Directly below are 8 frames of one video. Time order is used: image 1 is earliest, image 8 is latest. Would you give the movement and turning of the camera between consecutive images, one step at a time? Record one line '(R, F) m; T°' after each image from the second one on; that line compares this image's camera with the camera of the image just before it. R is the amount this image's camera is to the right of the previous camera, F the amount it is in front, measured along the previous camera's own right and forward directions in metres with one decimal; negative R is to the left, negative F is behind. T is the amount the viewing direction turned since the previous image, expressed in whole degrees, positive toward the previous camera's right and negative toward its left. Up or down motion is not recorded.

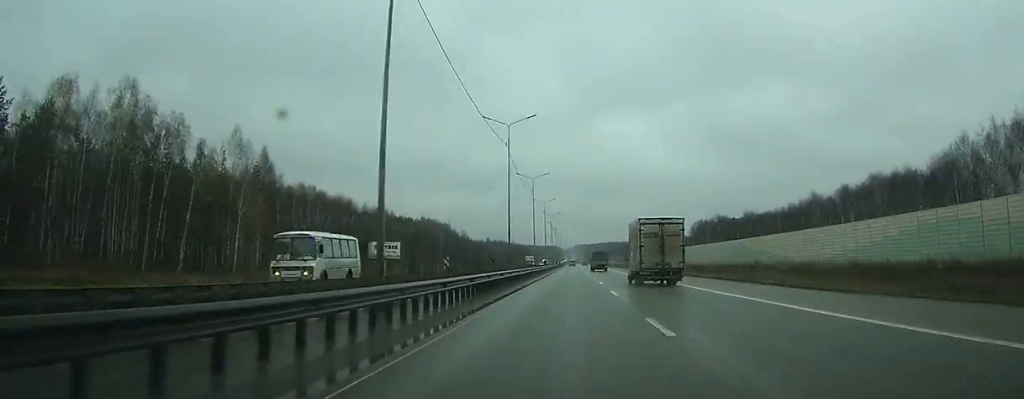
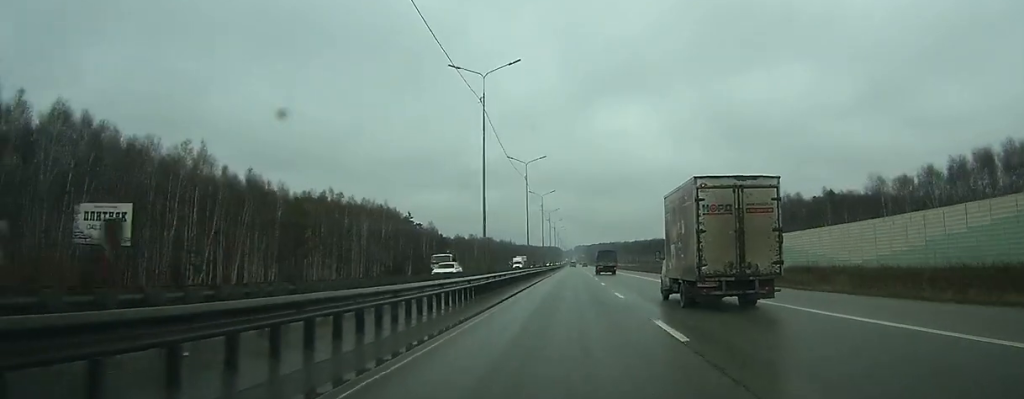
(-0.2, +72.5) m; -1°
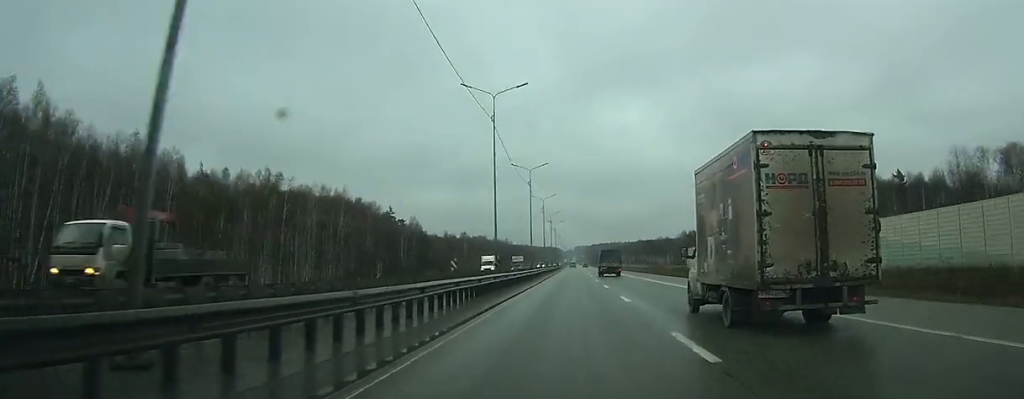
(-0.2, +26.0) m; 0°
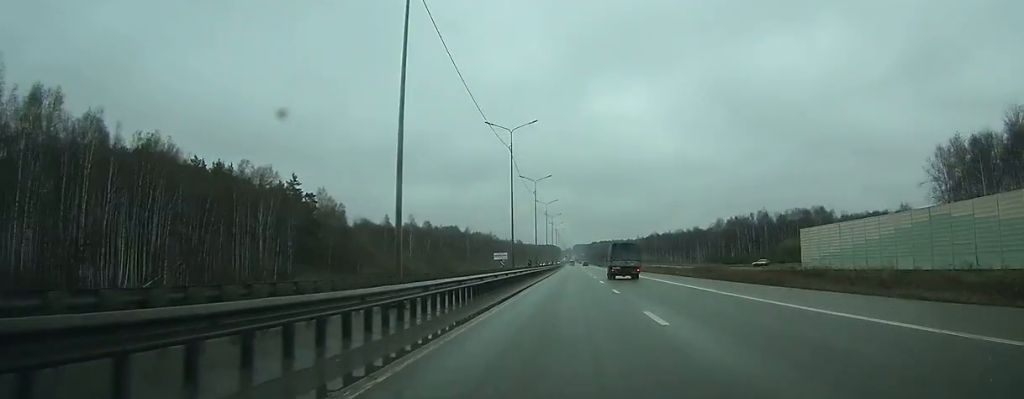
(-0.2, +79.3) m; 0°
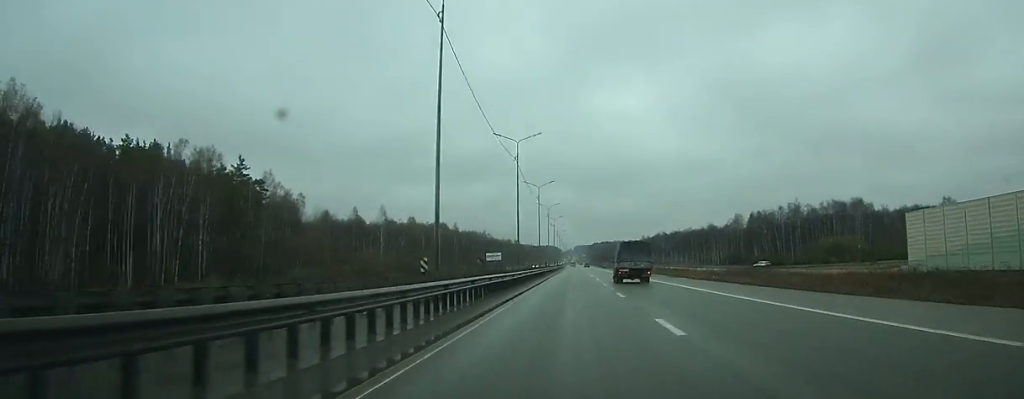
(+0.2, +25.7) m; 0°
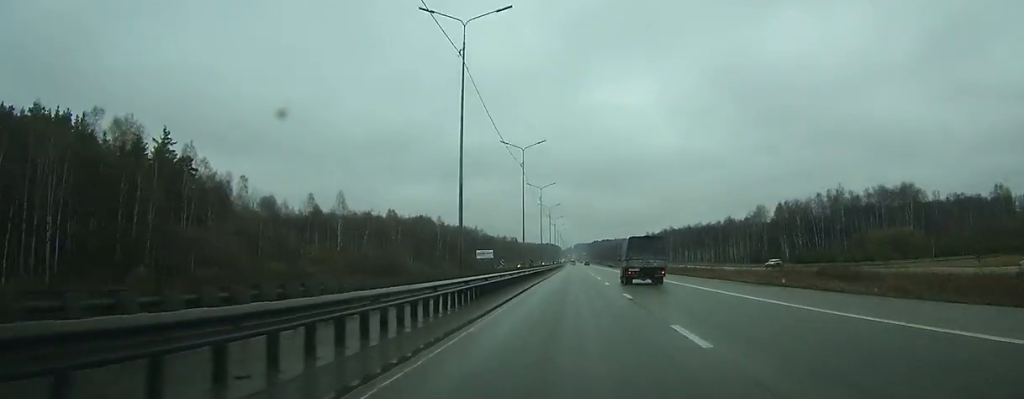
(+0.1, +25.8) m; 0°
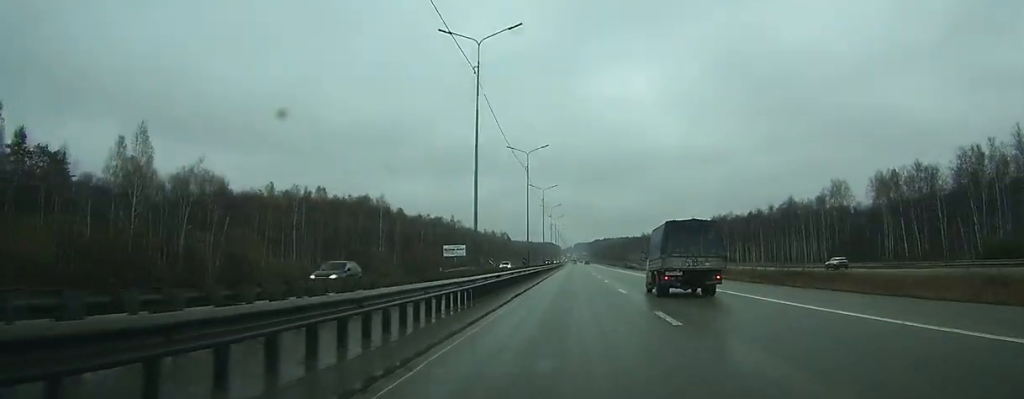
(-0.2, +56.9) m; 0°
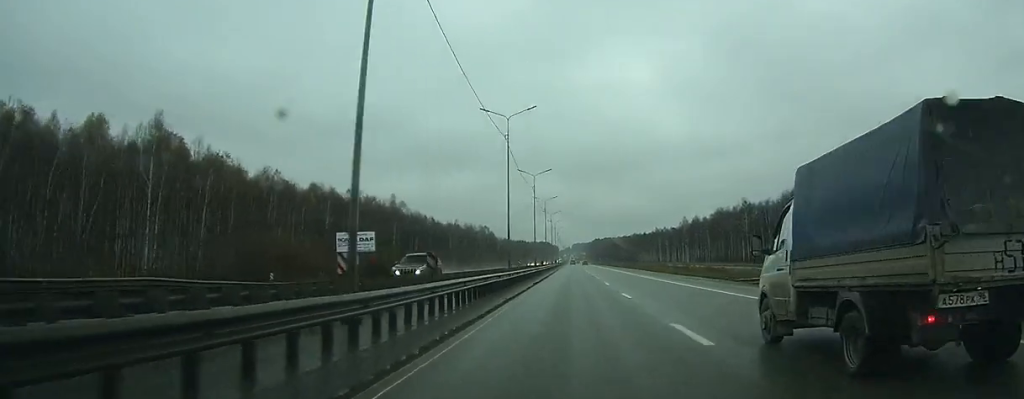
(+0.2, +75.0) m; 0°
